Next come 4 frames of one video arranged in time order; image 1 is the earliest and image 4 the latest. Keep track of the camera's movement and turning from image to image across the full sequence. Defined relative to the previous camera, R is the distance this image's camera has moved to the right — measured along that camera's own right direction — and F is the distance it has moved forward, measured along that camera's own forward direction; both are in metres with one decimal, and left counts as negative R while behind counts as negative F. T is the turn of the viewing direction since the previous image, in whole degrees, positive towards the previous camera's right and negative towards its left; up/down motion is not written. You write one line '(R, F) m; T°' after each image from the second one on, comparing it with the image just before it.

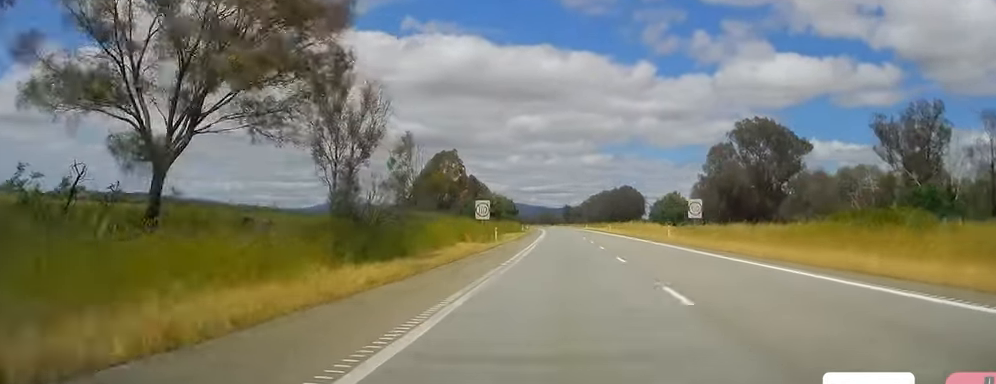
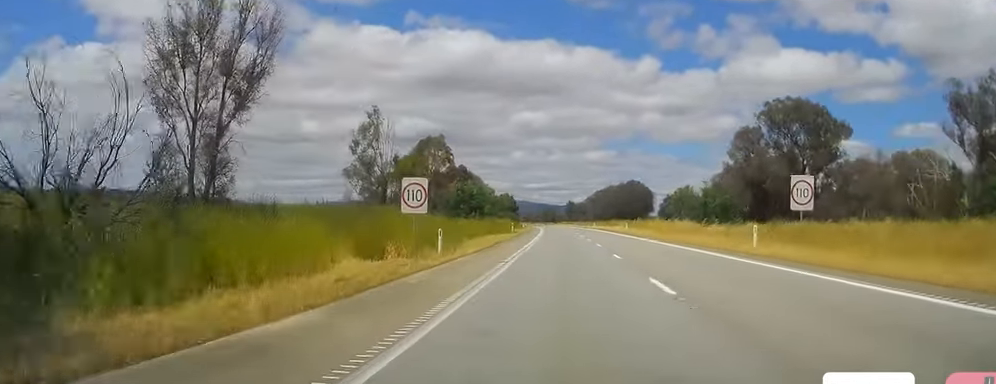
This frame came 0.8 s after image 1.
(0.0, +21.9) m; -1°
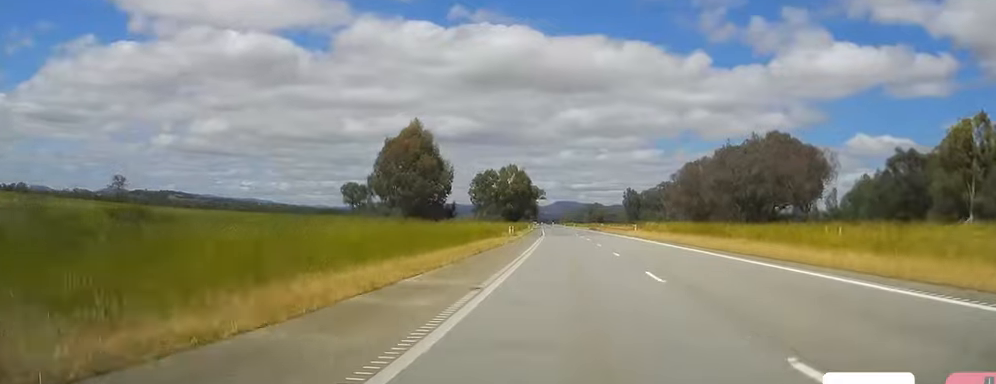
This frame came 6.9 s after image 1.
(-4.2, +177.4) m; -3°
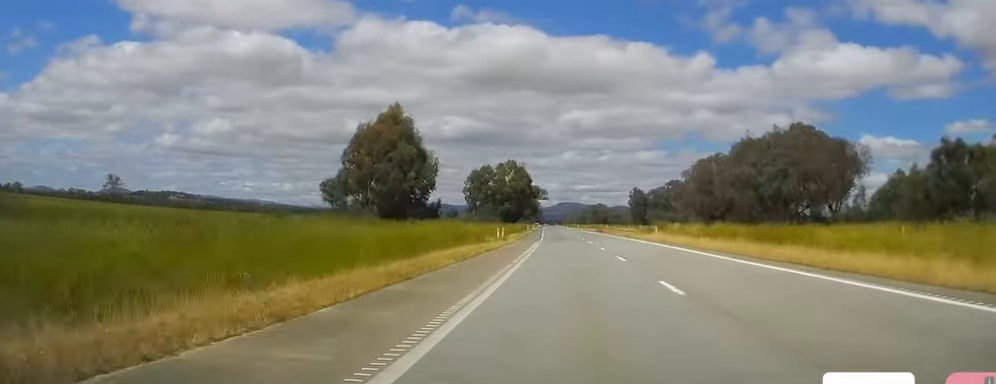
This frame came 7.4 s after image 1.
(-0.2, +14.4) m; -1°
